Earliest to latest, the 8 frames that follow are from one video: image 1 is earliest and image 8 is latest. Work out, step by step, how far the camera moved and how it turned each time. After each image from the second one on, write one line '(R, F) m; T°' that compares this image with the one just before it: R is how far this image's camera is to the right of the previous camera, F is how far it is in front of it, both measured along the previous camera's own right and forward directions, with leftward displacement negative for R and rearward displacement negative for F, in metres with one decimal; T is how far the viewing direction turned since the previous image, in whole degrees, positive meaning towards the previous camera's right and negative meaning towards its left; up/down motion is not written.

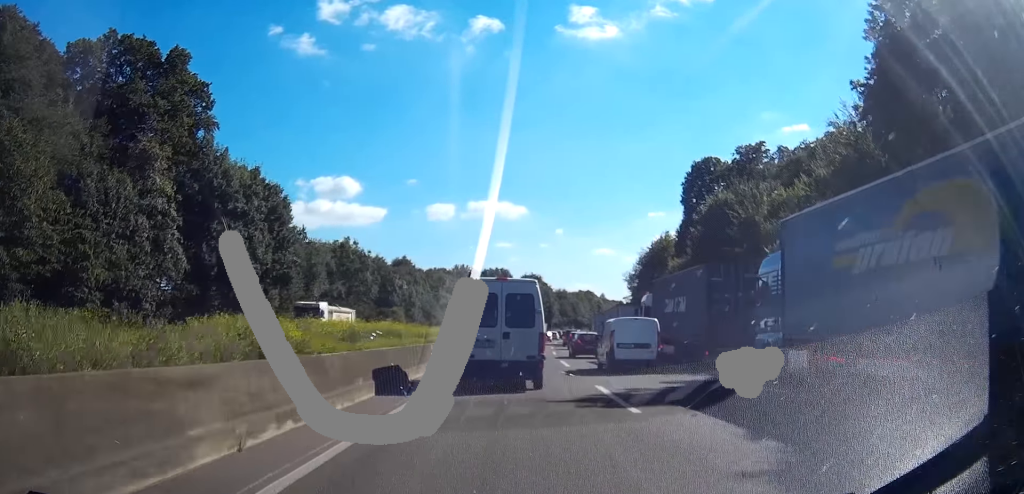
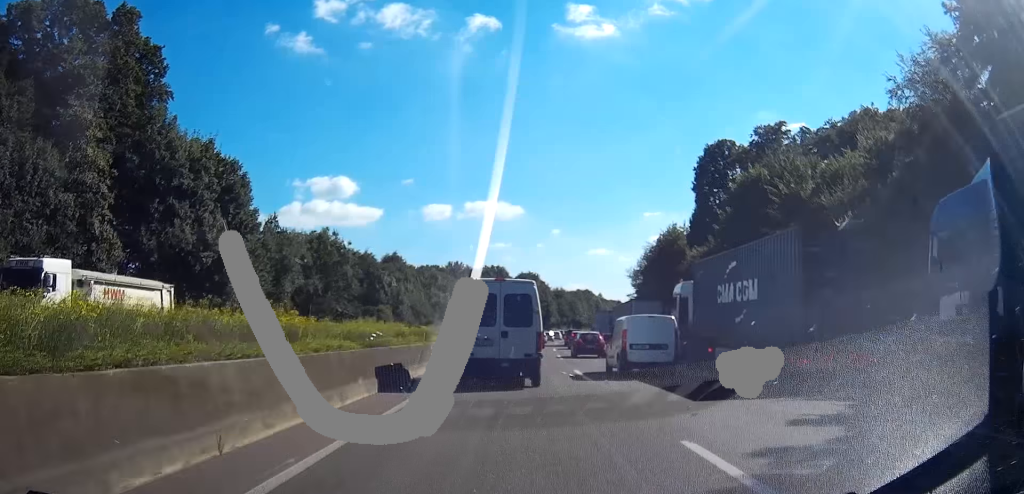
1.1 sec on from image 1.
(0.0, +10.2) m; -1°
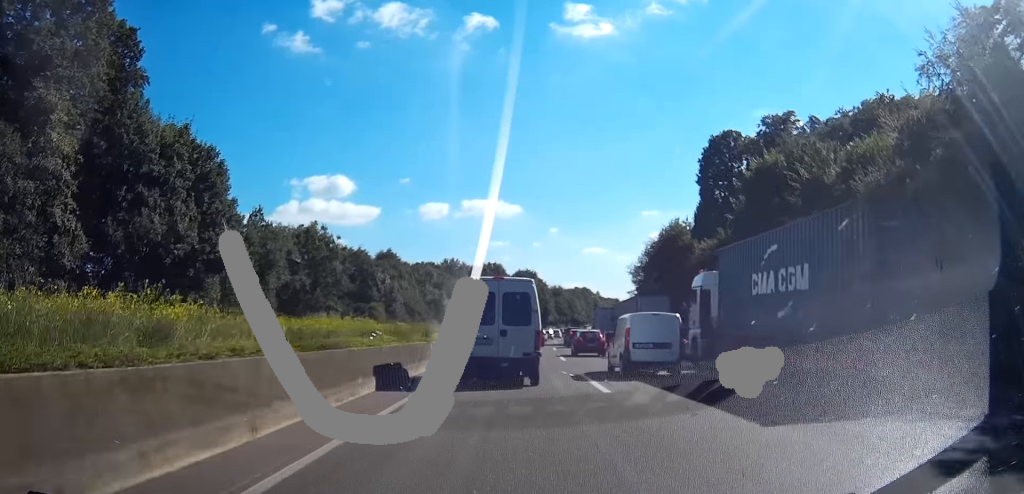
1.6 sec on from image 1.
(0.0, +4.2) m; 0°
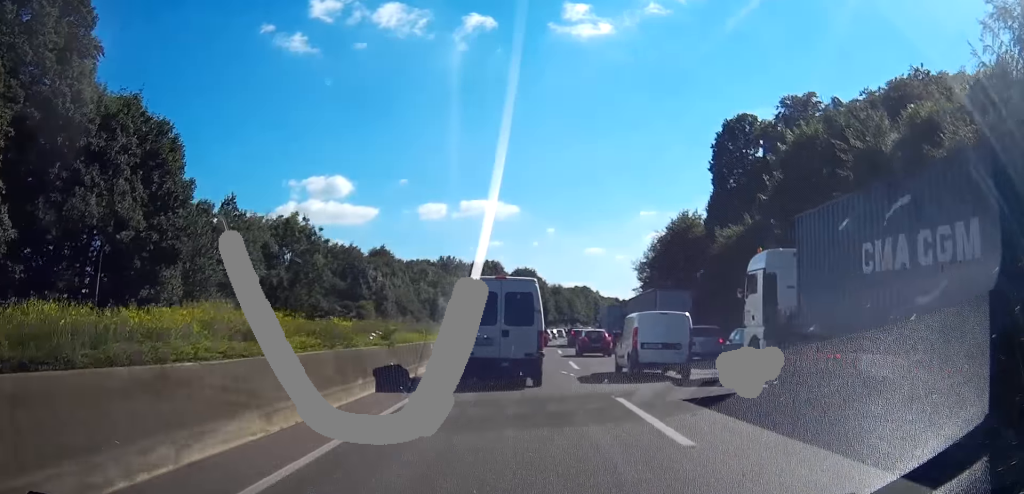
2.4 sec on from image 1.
(0.0, +7.5) m; 0°
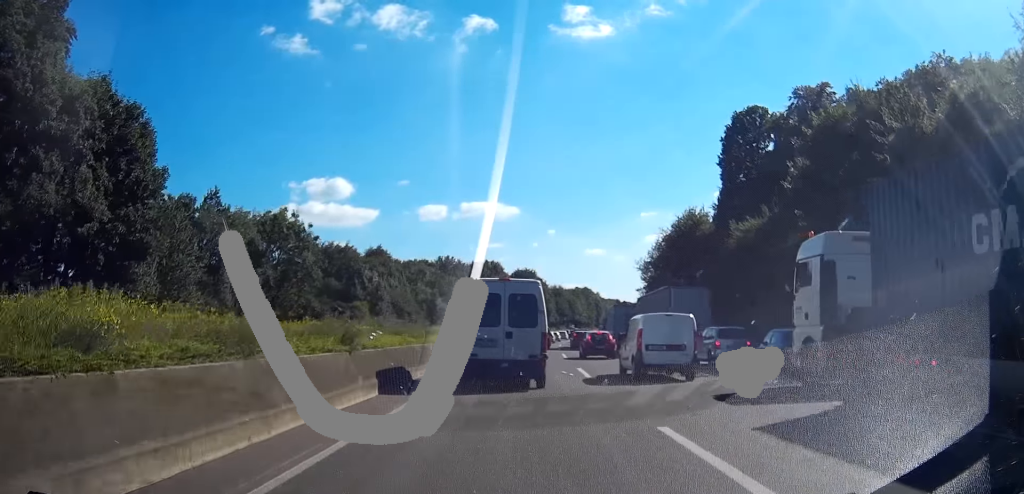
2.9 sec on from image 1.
(0.0, +4.2) m; +1°
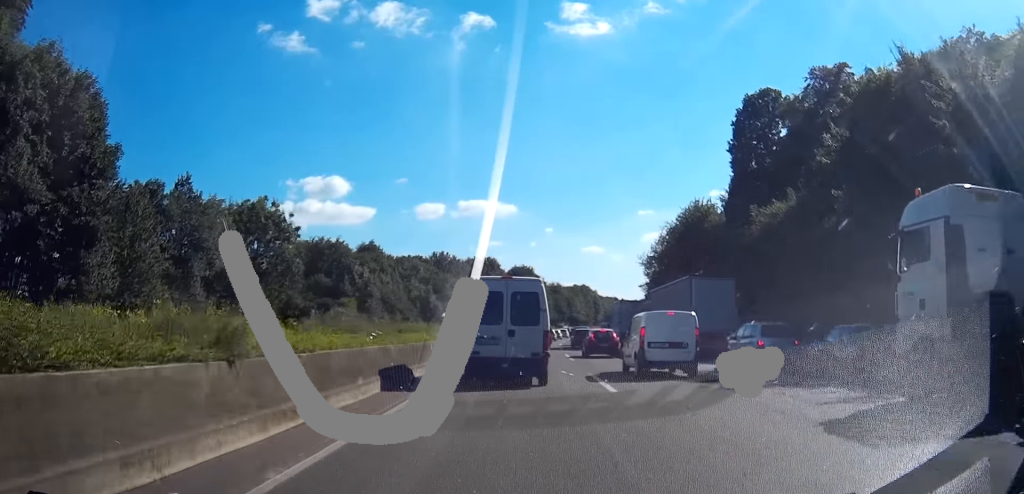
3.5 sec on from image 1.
(+0.1, +5.9) m; 0°
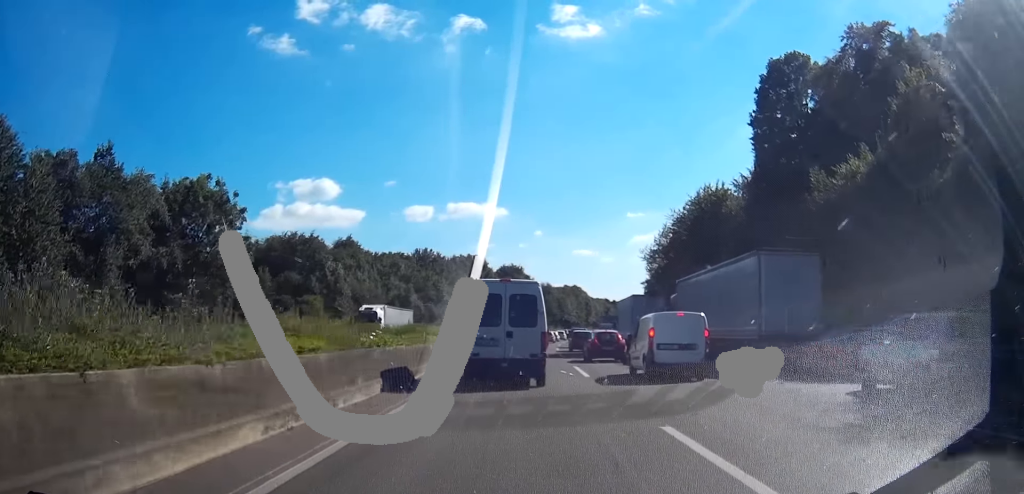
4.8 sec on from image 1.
(0.0, +12.2) m; 0°
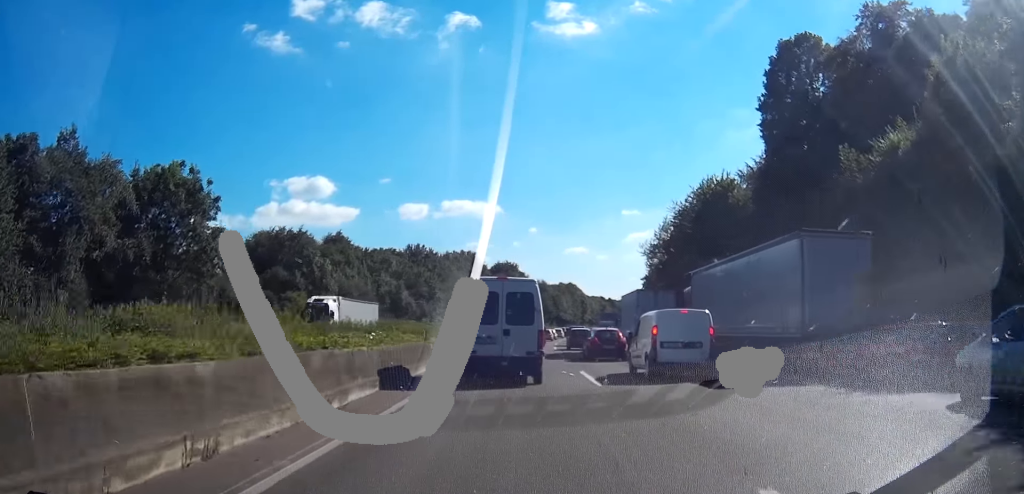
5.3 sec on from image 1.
(0.0, +4.4) m; 0°
